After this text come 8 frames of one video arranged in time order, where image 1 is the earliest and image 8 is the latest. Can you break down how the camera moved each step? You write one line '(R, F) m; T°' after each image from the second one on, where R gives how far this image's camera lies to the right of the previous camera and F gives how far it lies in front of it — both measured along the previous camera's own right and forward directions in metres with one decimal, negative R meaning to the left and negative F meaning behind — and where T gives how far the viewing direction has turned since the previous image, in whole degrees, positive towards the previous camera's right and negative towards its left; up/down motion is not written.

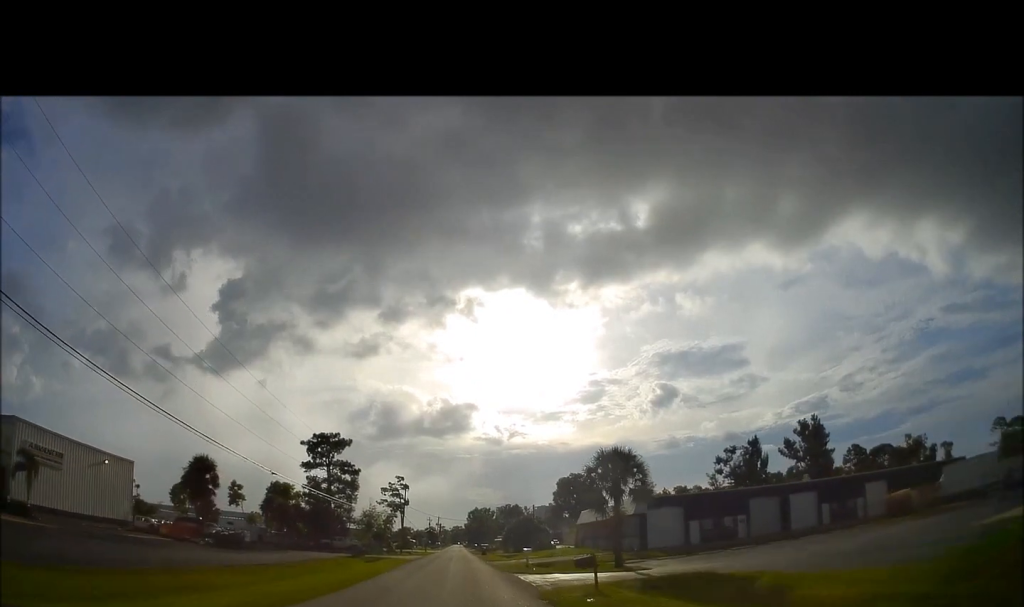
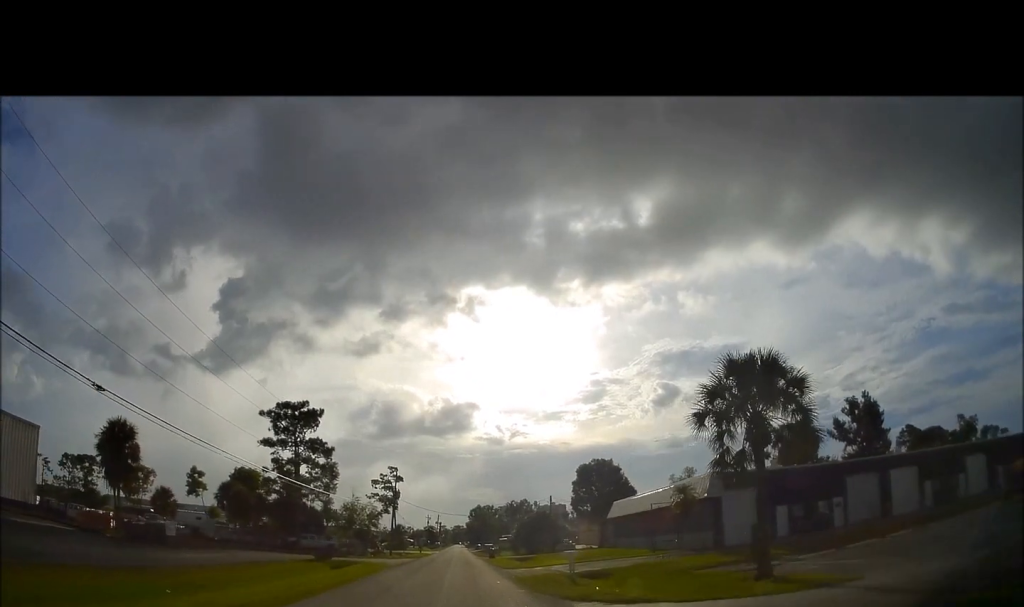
(0.0, +15.8) m; 0°
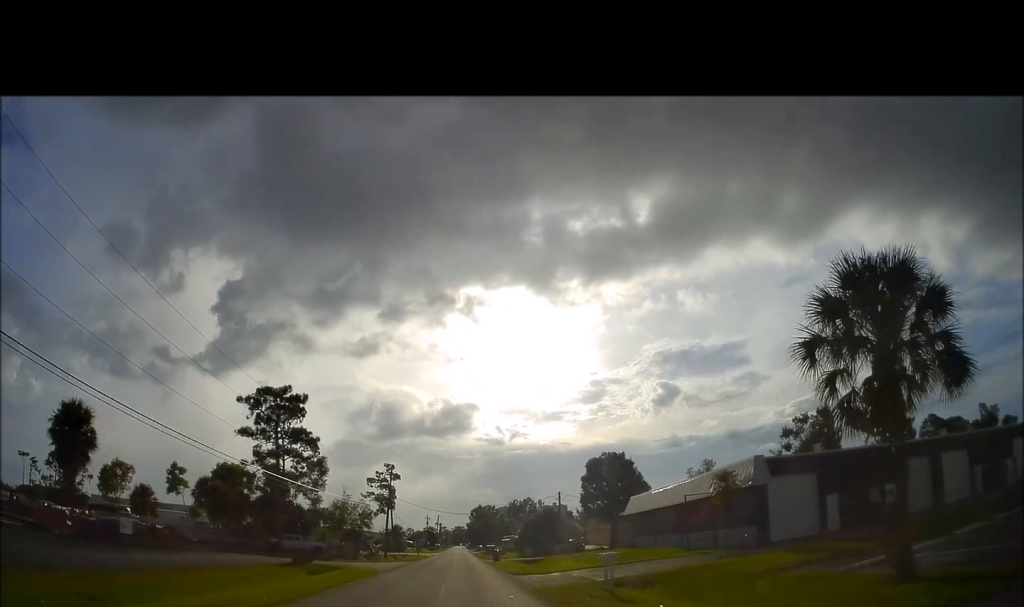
(0.0, +6.0) m; 0°
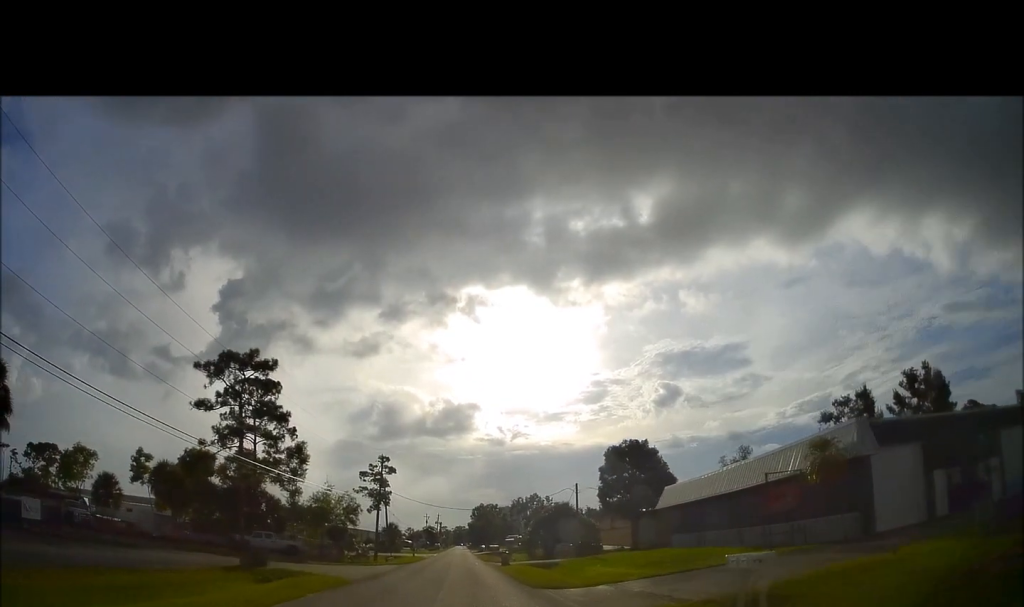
(0.0, +9.2) m; 0°
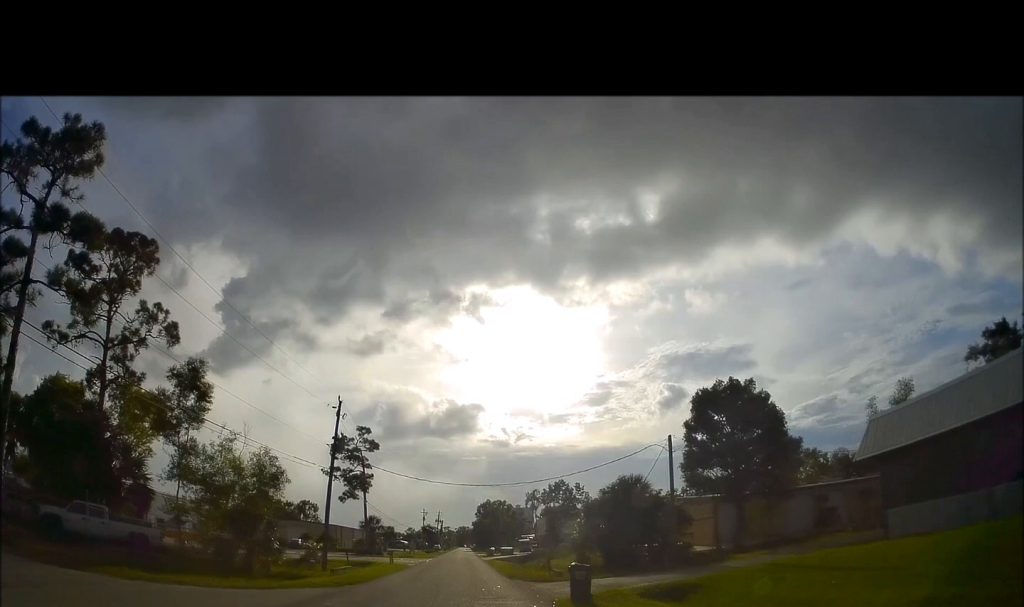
(0.0, +25.2) m; 0°
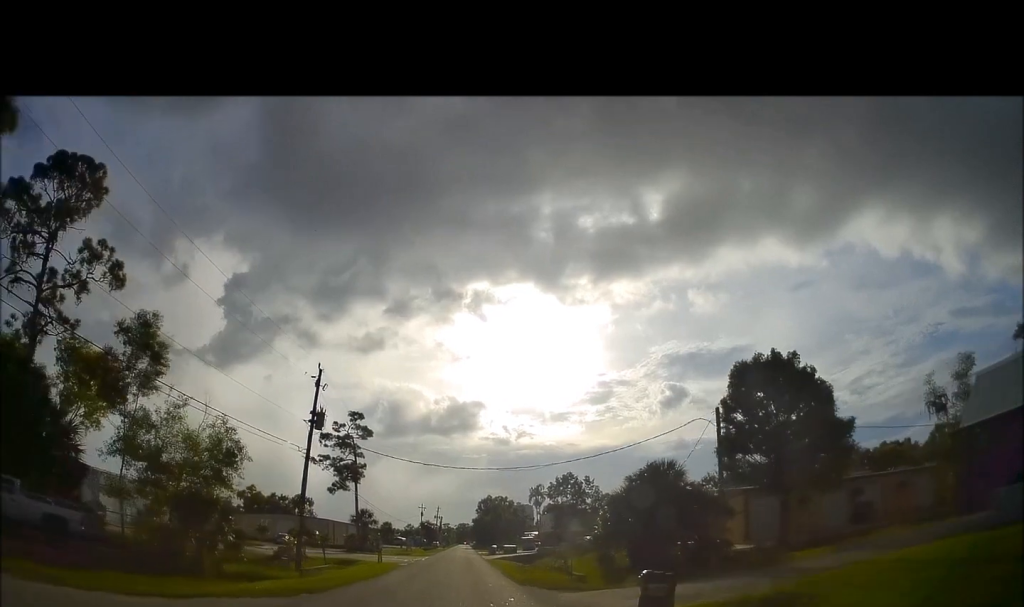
(0.0, +6.1) m; 0°
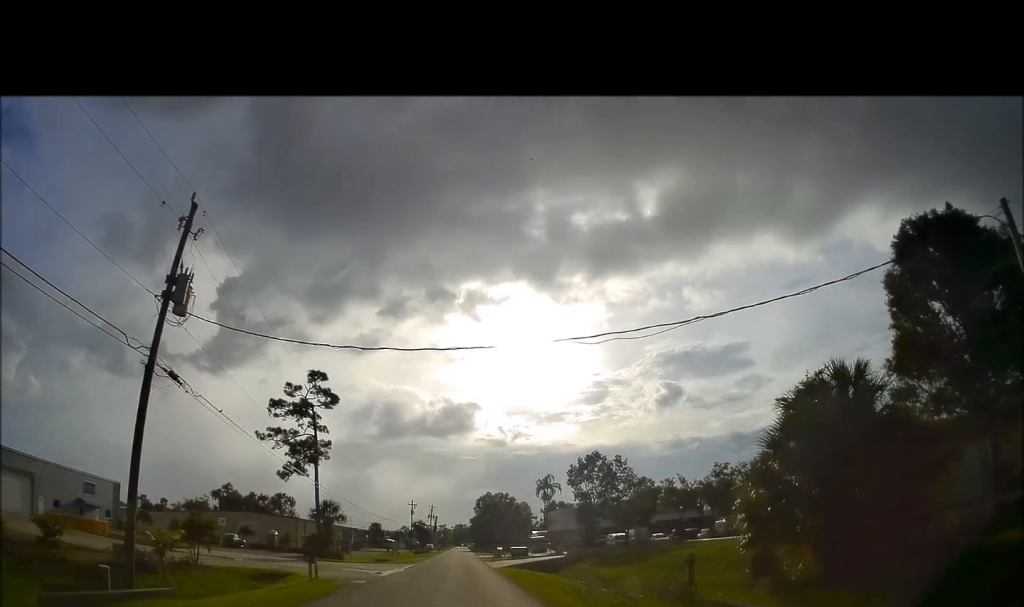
(-0.3, +17.8) m; -2°
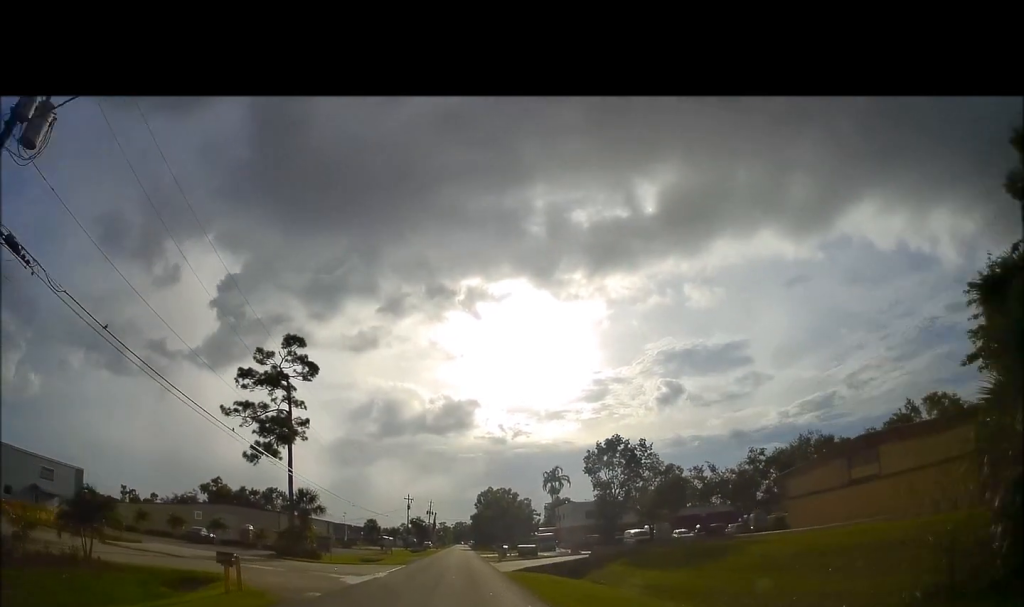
(-0.3, +8.4) m; 0°
